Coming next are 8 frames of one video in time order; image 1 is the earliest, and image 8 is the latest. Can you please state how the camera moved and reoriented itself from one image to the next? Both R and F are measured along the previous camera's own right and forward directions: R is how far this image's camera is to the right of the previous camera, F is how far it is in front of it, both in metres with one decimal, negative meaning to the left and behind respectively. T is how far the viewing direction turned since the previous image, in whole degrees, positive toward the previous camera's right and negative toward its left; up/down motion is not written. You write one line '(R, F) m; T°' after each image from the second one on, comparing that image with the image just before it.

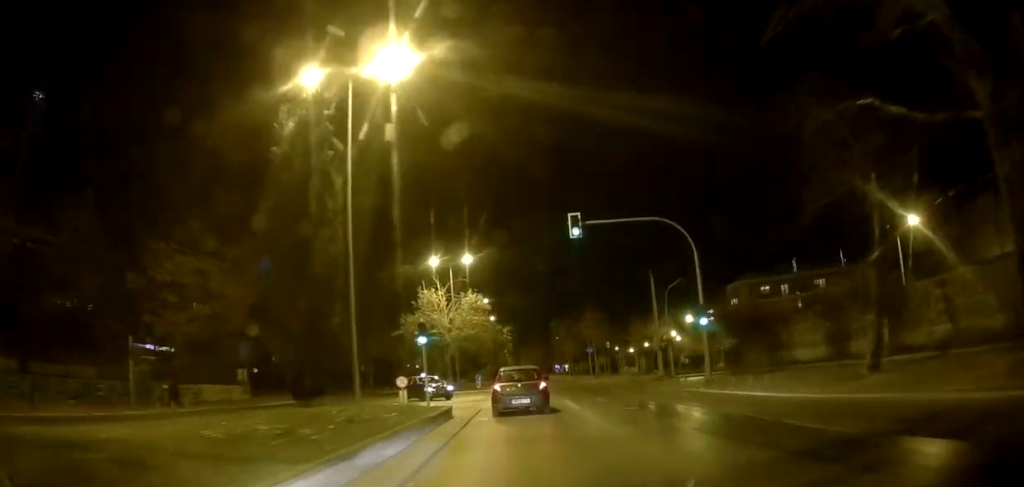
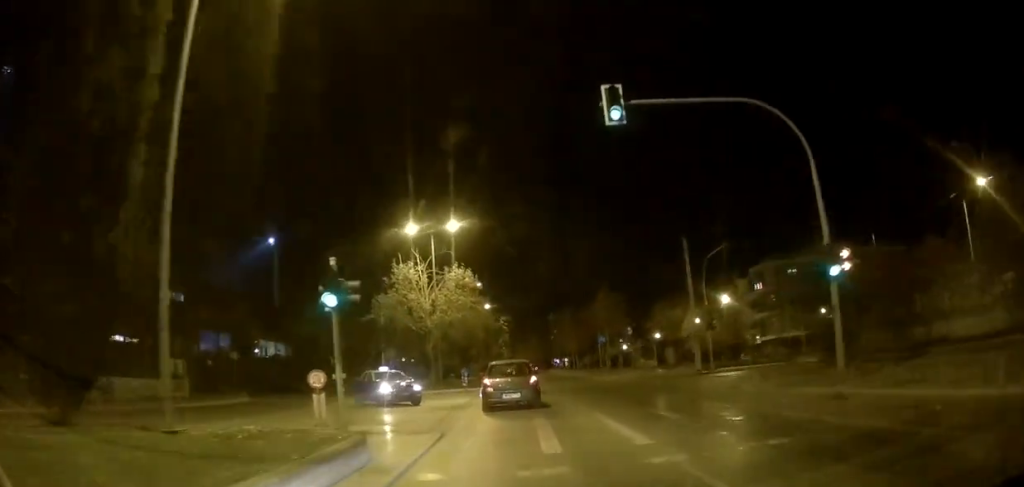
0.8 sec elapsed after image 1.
(0.0, +9.3) m; +1°
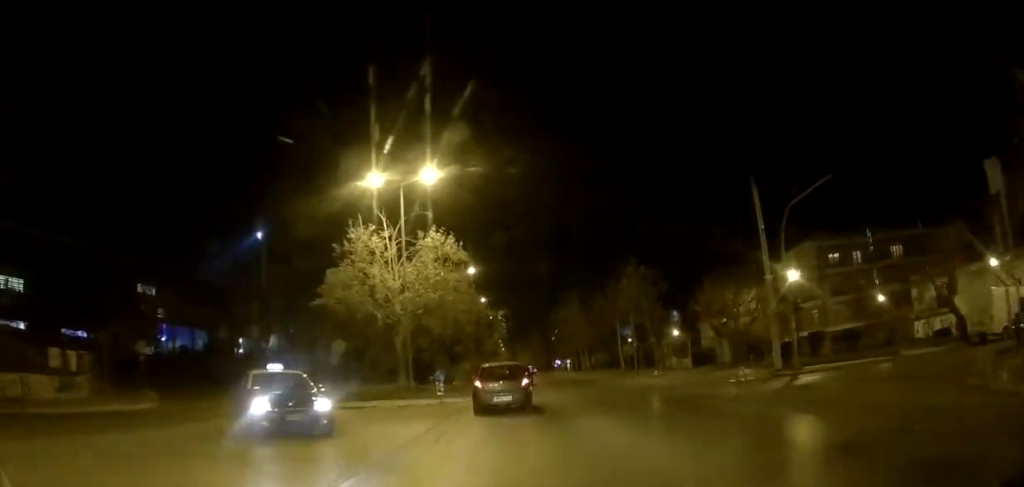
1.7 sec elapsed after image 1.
(+0.1, +10.6) m; 0°
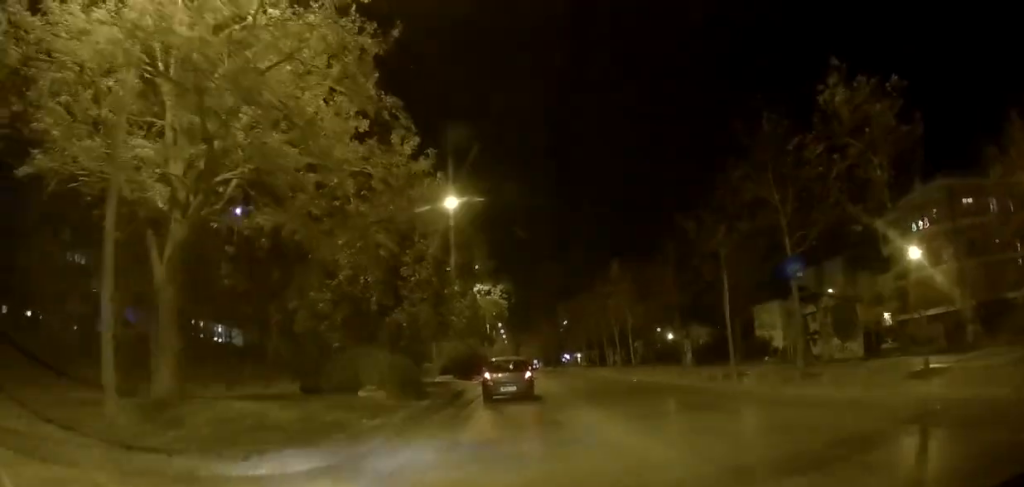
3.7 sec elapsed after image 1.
(-0.1, +22.8) m; 0°
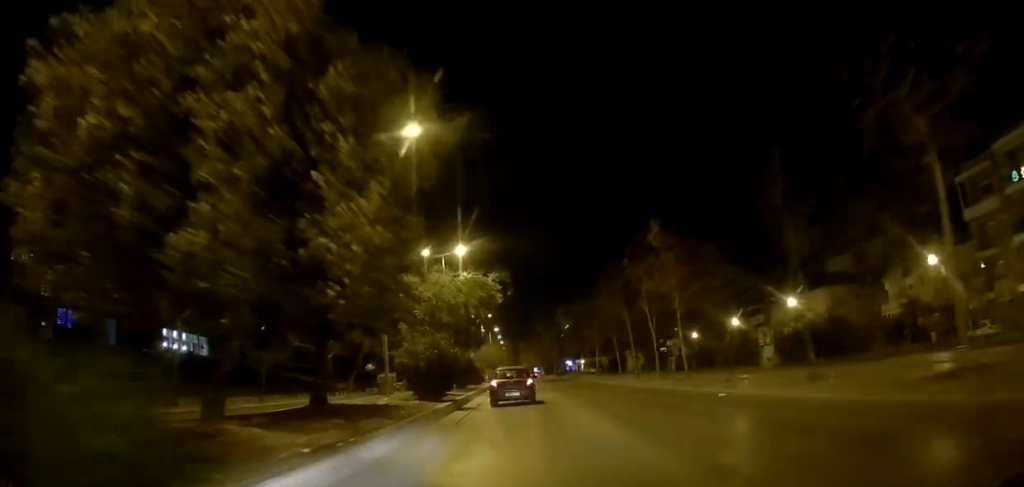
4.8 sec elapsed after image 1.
(+0.1, +14.9) m; -1°
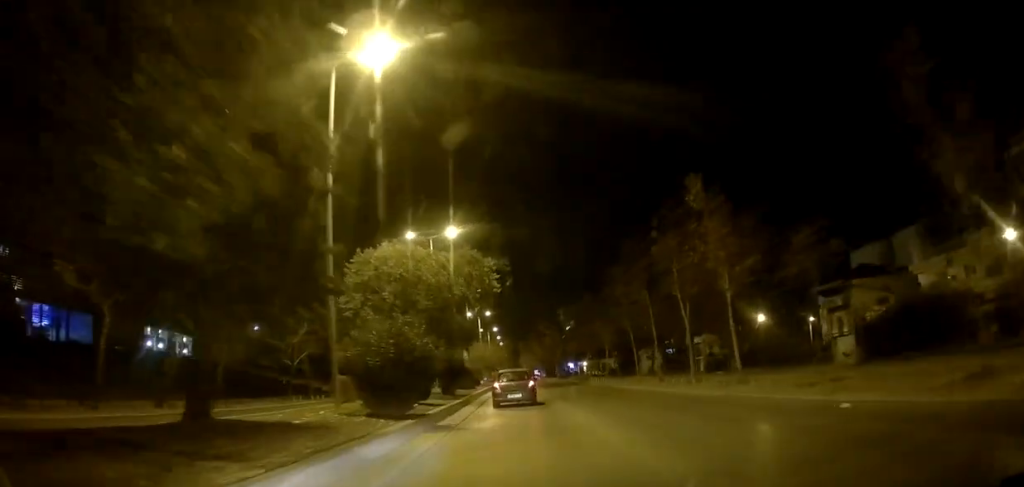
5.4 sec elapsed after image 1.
(-0.2, +7.7) m; 0°
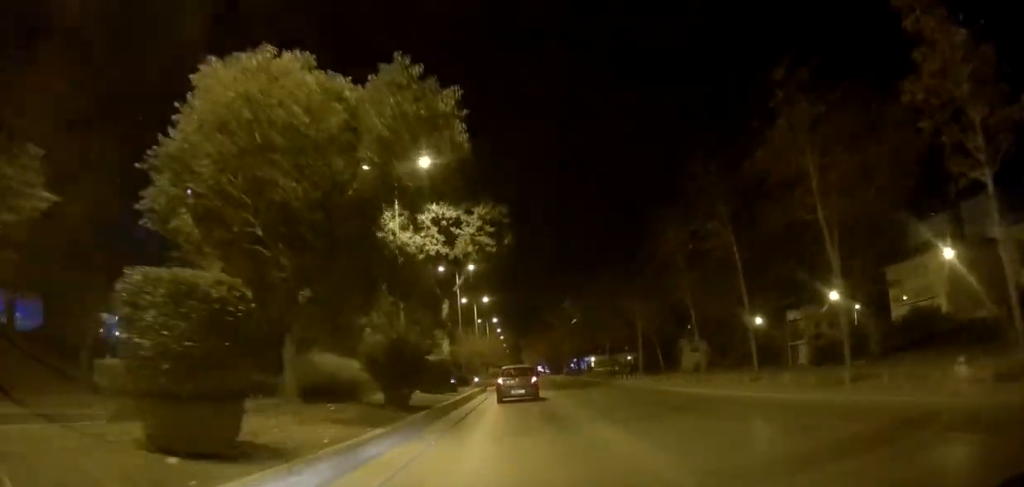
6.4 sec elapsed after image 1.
(+0.2, +12.6) m; -1°
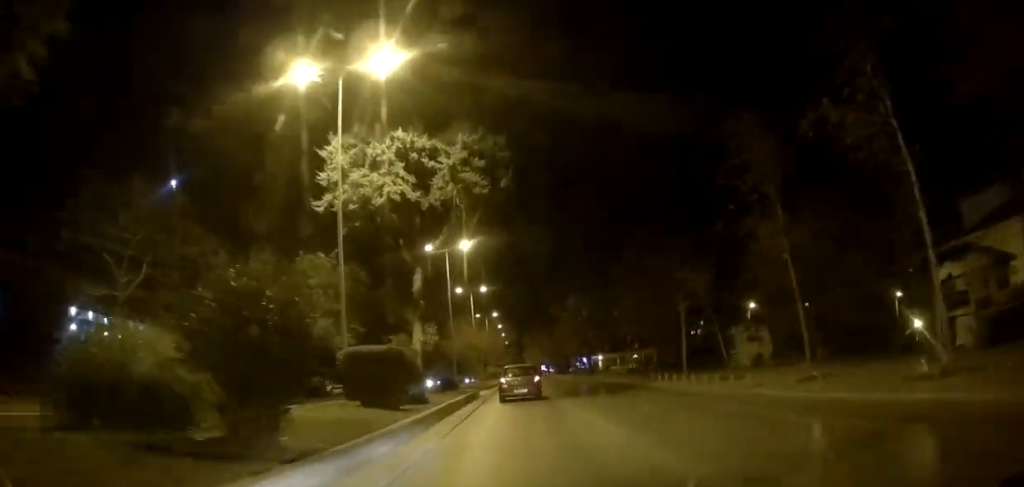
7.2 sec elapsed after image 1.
(-0.2, +10.6) m; -1°
